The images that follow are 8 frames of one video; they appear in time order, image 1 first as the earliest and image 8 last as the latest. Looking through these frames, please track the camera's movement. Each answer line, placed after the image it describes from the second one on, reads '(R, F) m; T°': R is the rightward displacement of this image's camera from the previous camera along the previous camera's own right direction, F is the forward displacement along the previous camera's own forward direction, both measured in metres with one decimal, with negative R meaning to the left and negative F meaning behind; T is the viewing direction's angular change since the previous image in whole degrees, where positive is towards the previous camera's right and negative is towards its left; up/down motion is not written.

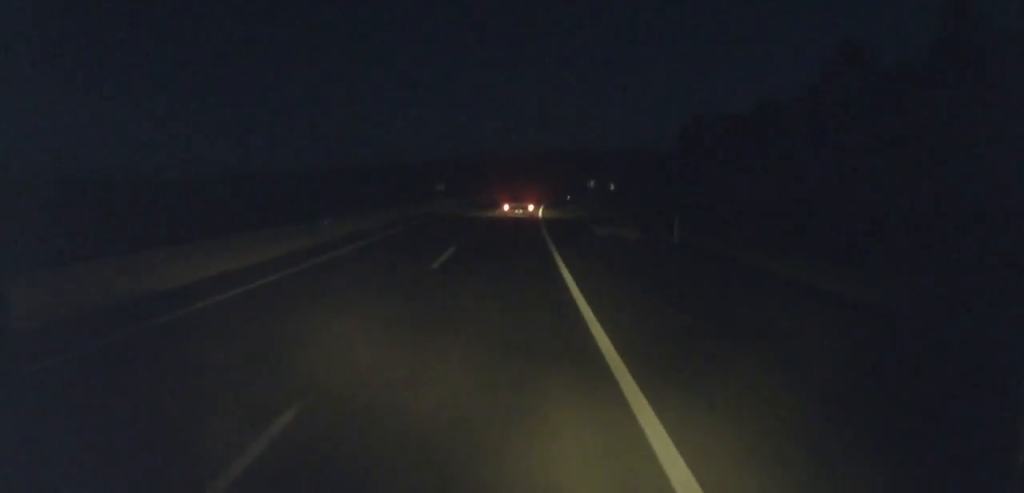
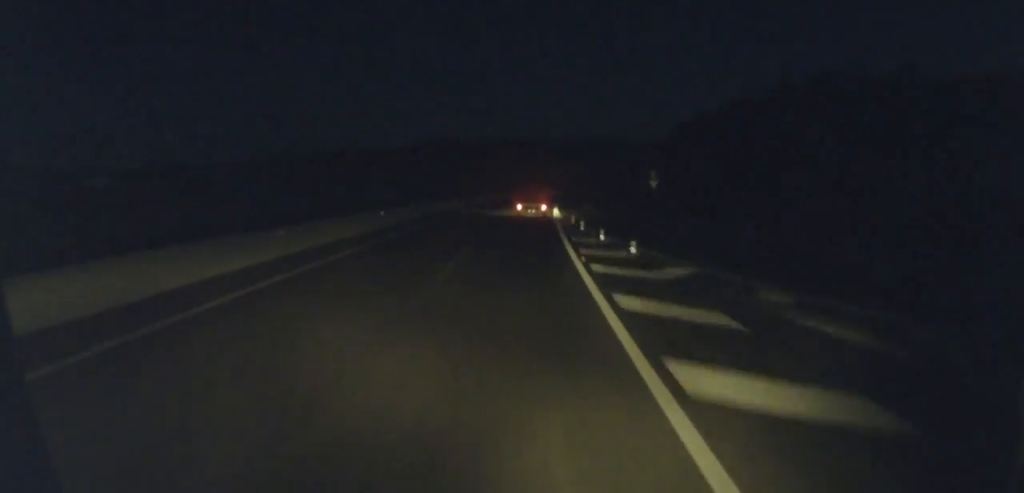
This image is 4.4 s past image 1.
(+4.7, +99.7) m; +7°
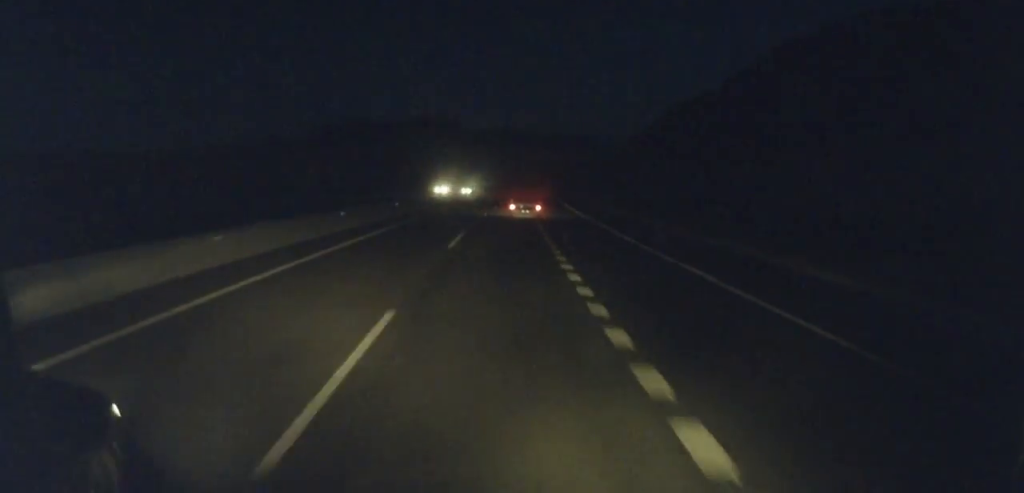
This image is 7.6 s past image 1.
(+4.2, +74.4) m; +5°
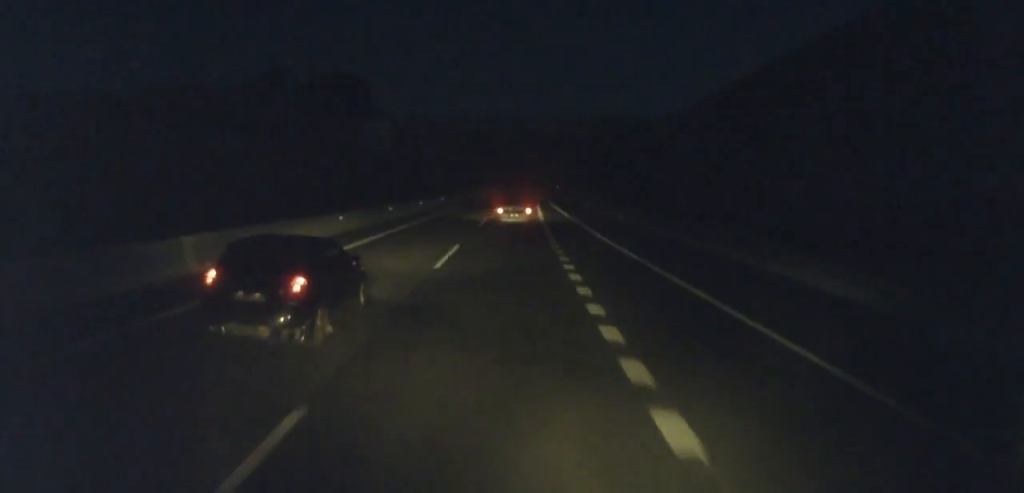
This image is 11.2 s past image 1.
(+3.7, +84.8) m; +4°
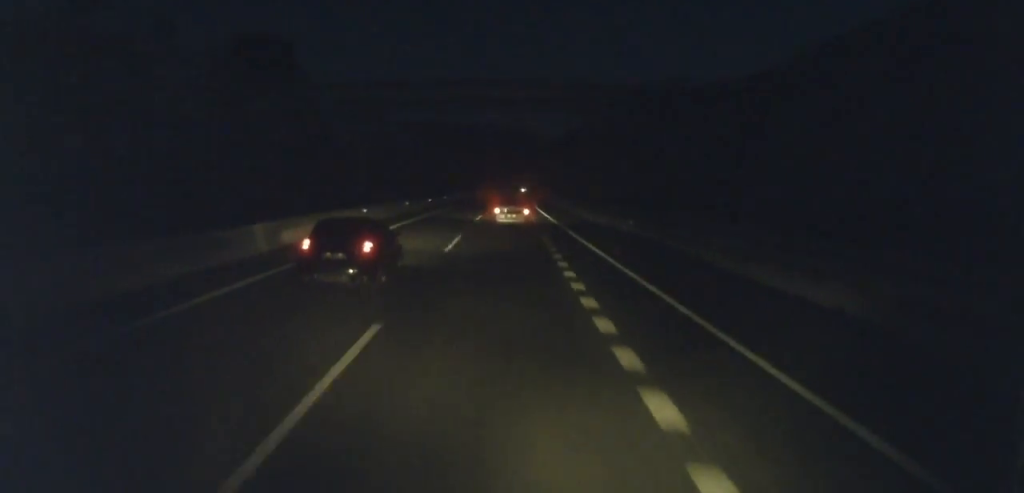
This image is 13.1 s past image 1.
(+0.2, +44.4) m; +2°
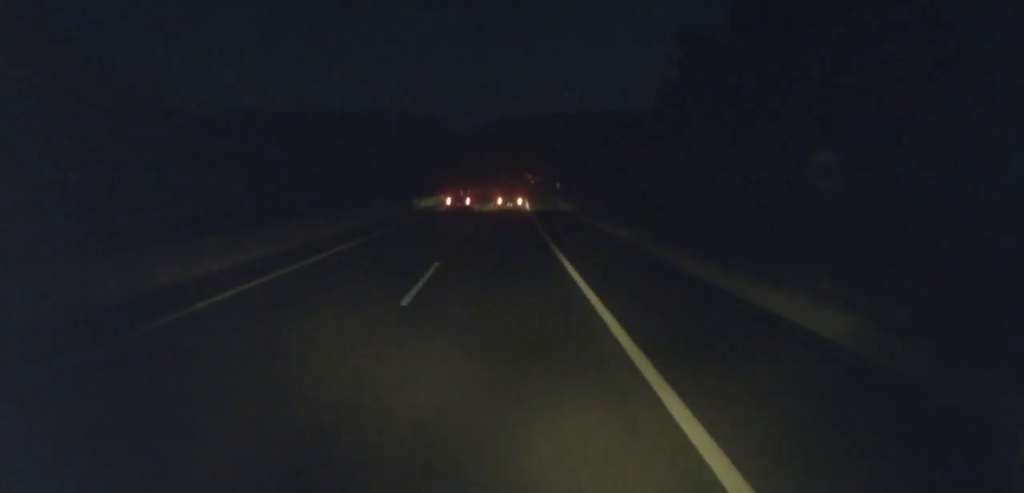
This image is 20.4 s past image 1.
(+14.1, +178.1) m; +9°
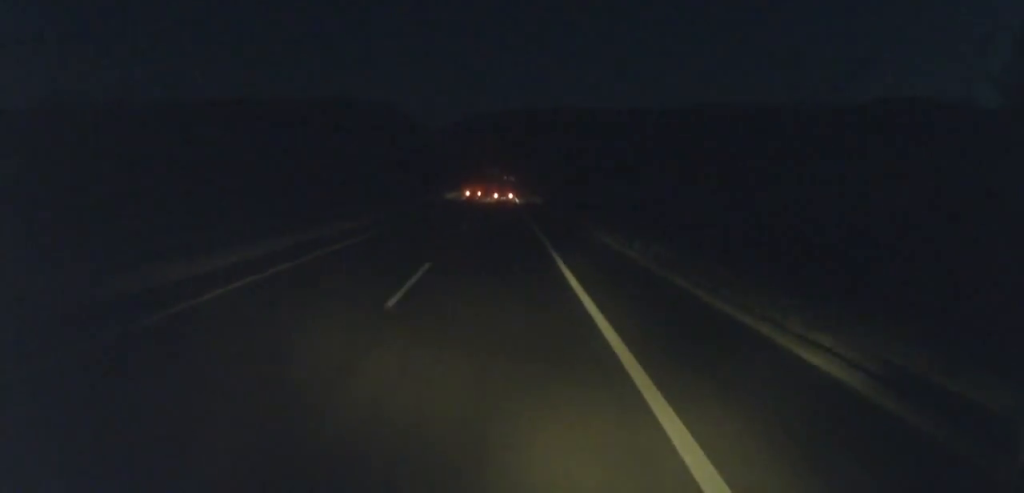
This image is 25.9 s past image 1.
(+6.3, +138.6) m; +3°
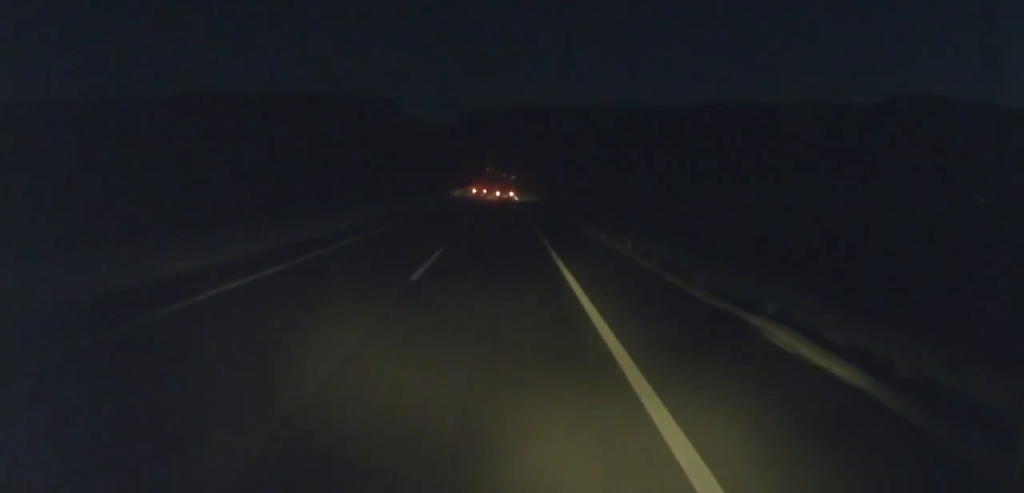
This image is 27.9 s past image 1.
(+0.5, +50.9) m; 0°
